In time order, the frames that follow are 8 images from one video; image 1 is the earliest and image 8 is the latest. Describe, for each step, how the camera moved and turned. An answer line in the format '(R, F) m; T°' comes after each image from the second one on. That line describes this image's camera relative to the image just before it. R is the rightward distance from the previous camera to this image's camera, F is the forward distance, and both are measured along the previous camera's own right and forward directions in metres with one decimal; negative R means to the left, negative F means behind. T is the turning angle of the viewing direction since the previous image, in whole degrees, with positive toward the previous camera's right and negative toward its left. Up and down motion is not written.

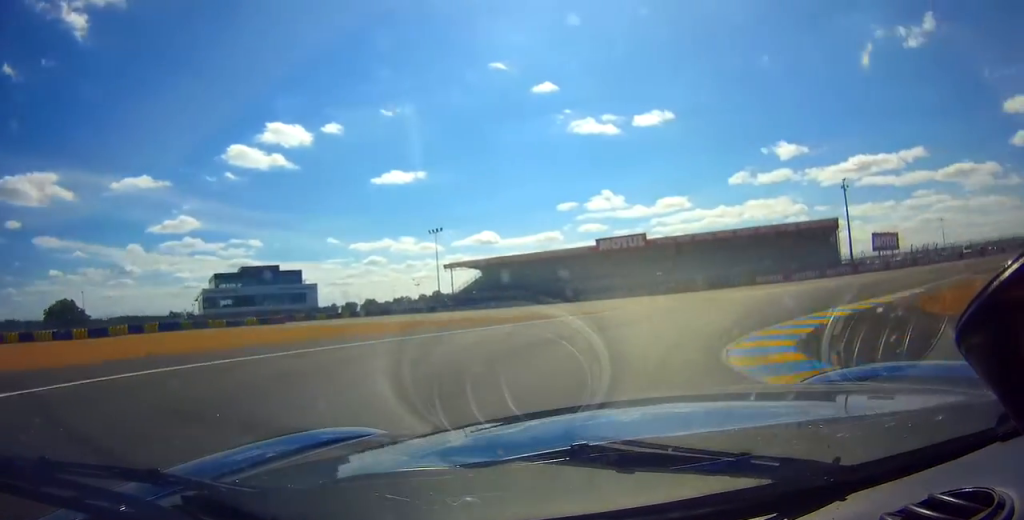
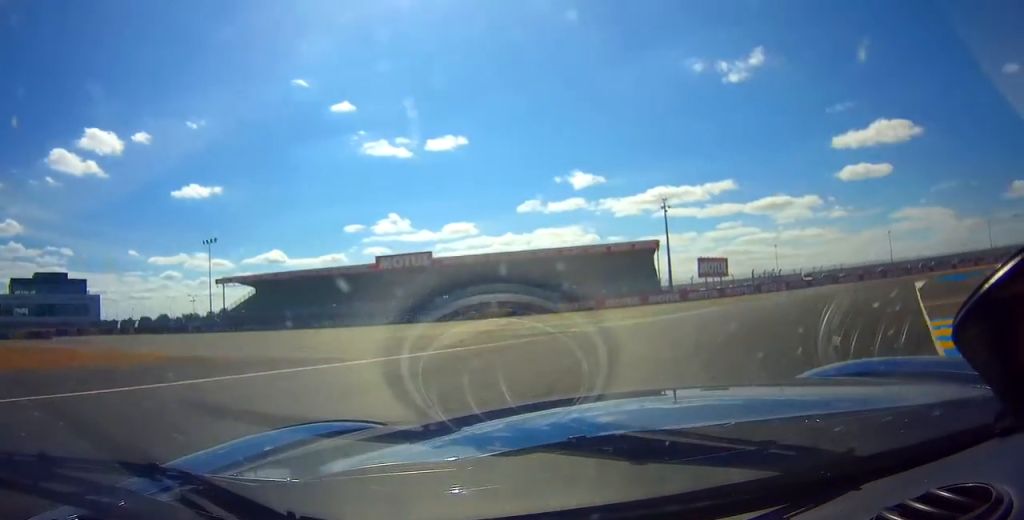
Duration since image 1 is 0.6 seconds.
(+1.9, +10.9) m; +16°
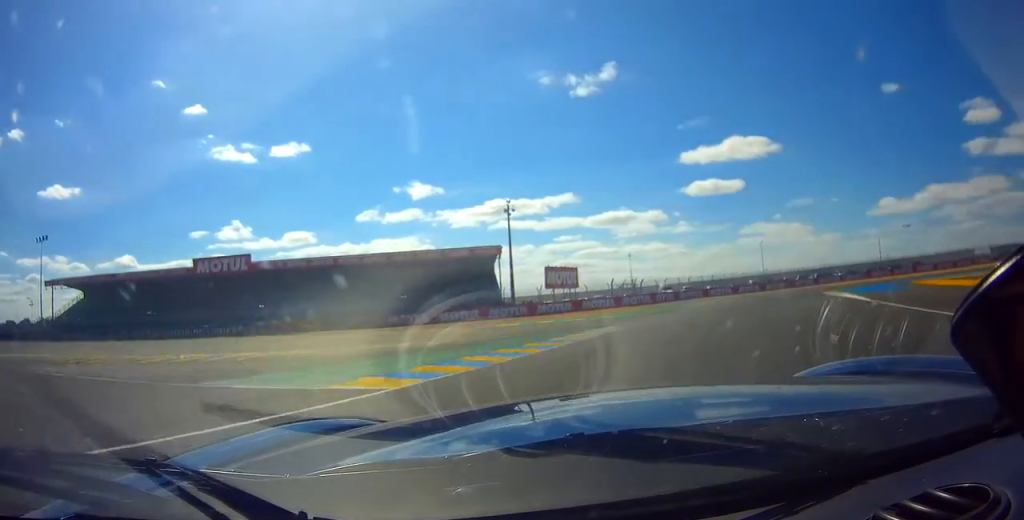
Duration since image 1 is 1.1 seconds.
(+1.0, +9.9) m; +12°
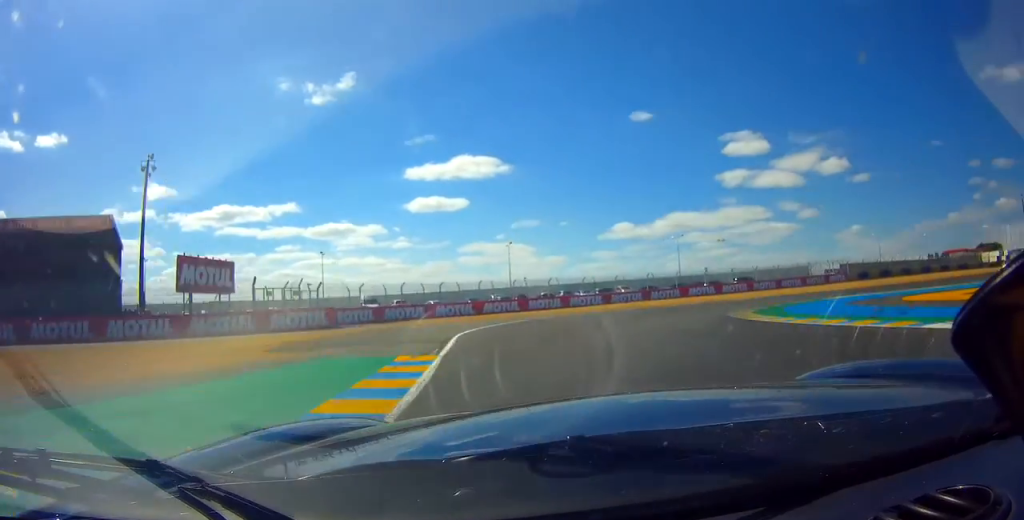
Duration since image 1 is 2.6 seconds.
(+8.4, +29.4) m; +32°
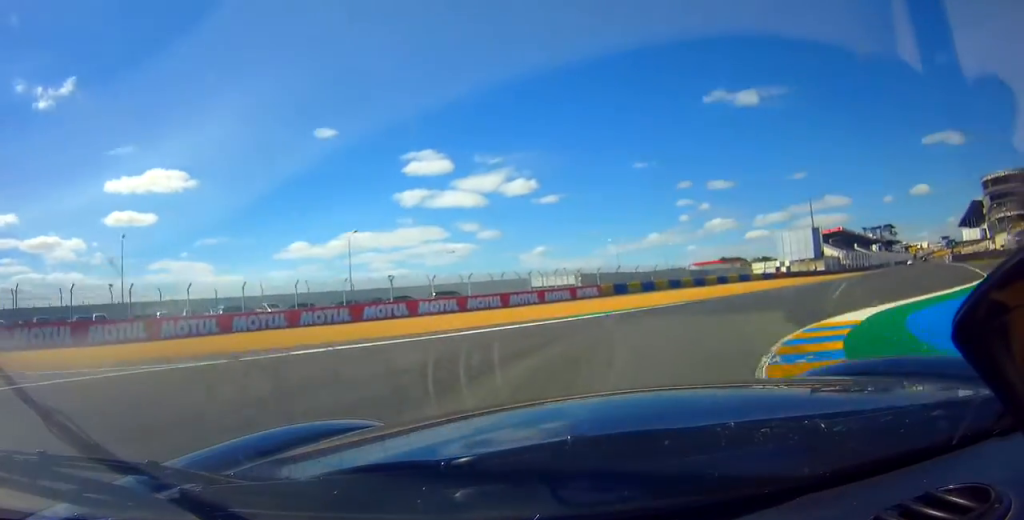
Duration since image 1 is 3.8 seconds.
(+6.6, +23.8) m; +29°
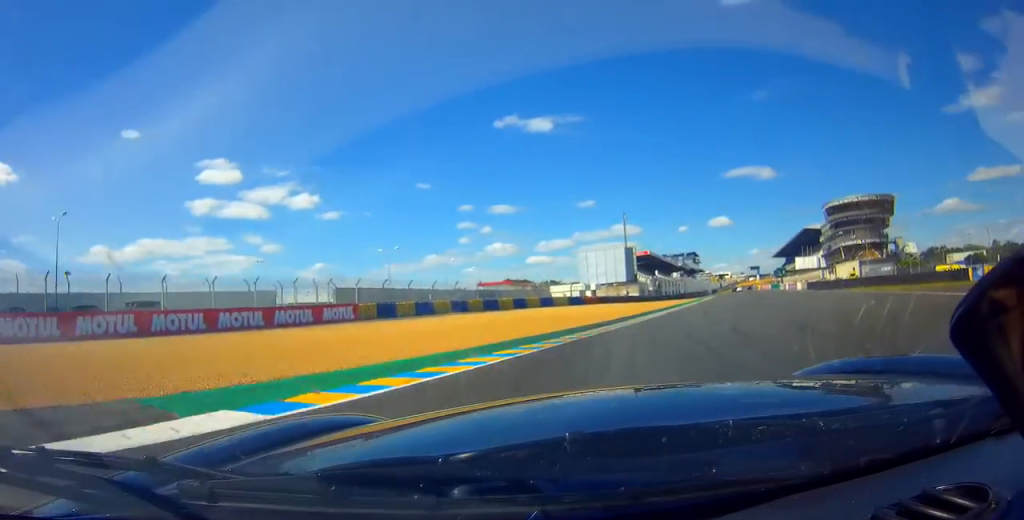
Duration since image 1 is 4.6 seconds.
(+3.0, +18.1) m; +15°
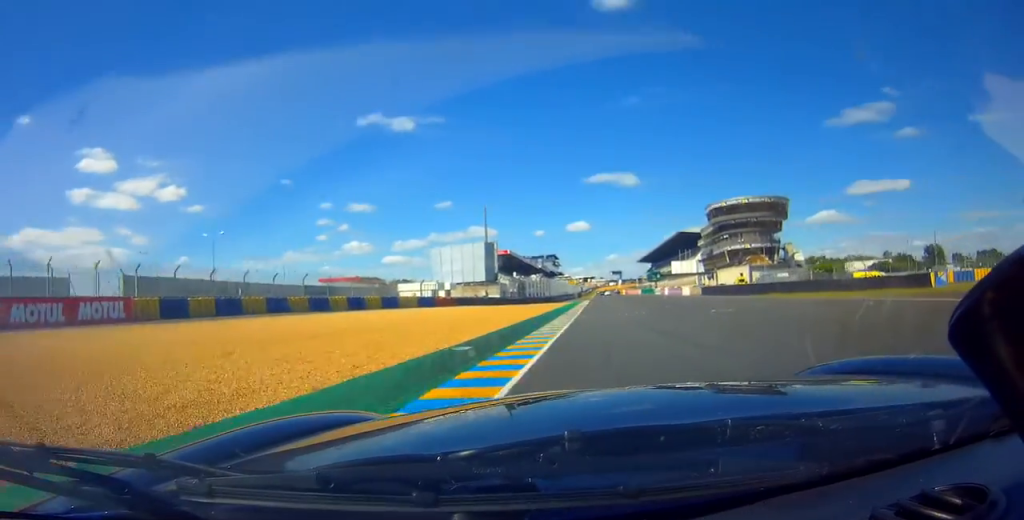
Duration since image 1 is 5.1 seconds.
(+1.1, +14.6) m; +6°
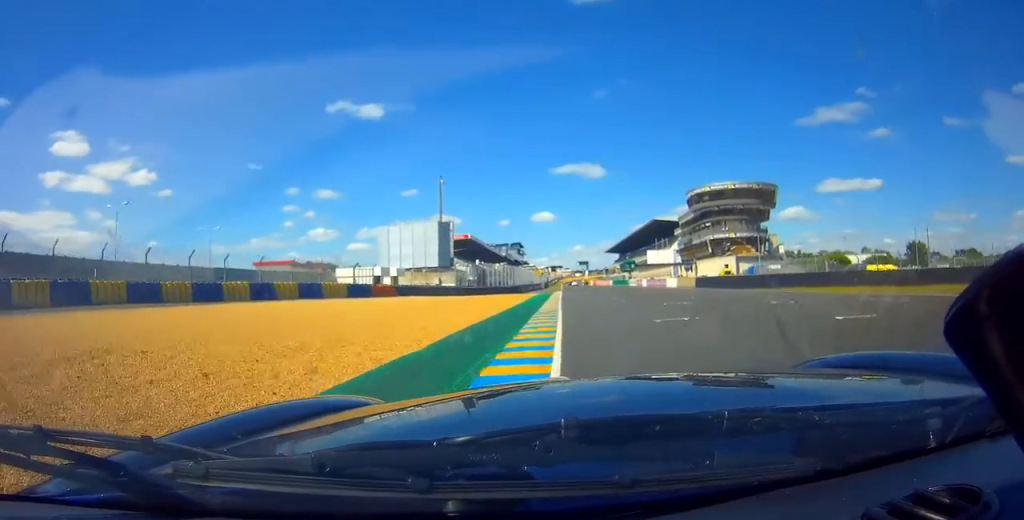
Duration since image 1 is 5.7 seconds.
(+0.7, +15.0) m; +3°
